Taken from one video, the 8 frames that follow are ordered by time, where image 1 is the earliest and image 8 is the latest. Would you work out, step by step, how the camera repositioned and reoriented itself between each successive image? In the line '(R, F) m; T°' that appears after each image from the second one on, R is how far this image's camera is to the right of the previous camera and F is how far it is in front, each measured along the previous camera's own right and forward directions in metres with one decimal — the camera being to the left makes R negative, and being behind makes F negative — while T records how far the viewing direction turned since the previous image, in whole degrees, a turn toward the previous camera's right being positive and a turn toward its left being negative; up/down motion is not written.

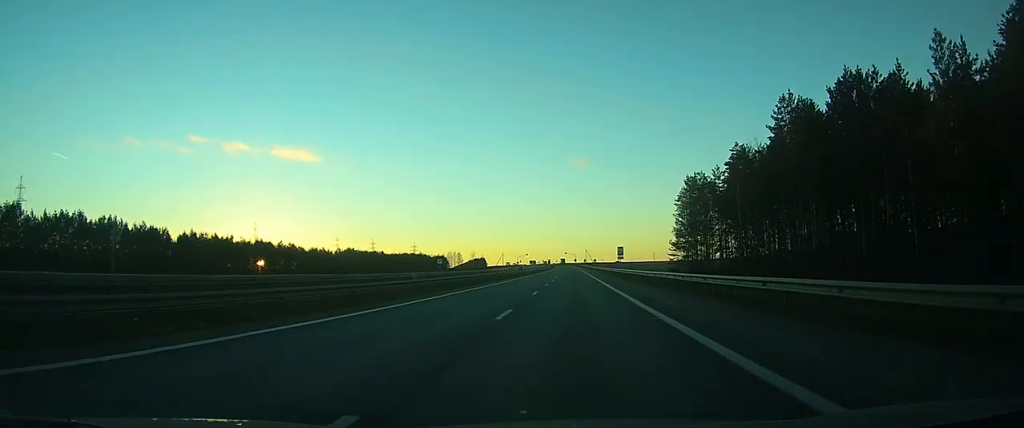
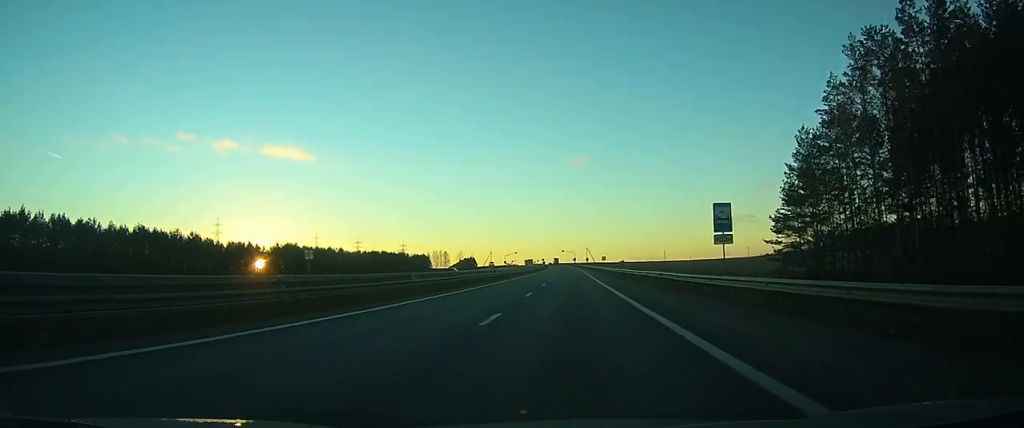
(+0.1, +63.3) m; 0°
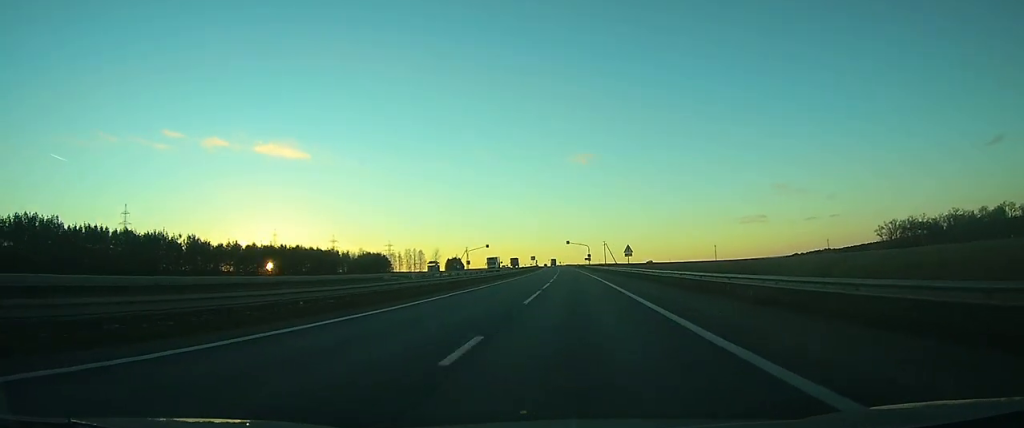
(-0.3, +122.6) m; -1°
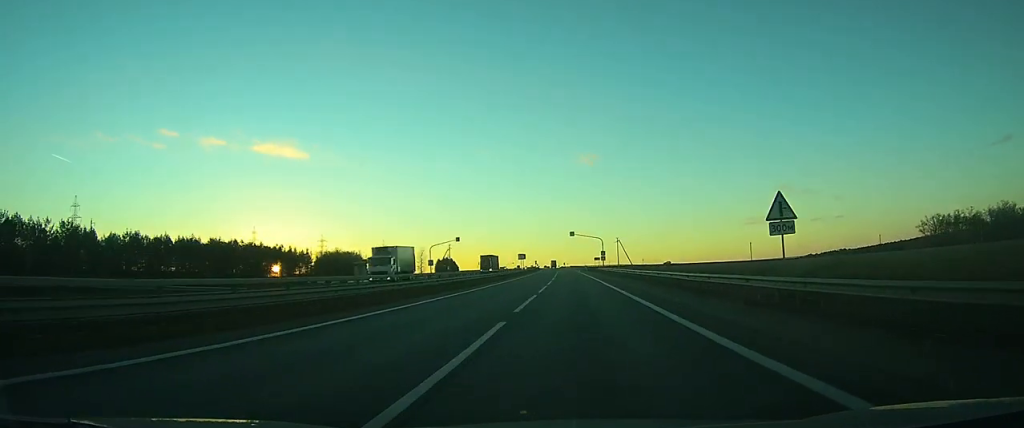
(-0.4, +48.6) m; -1°
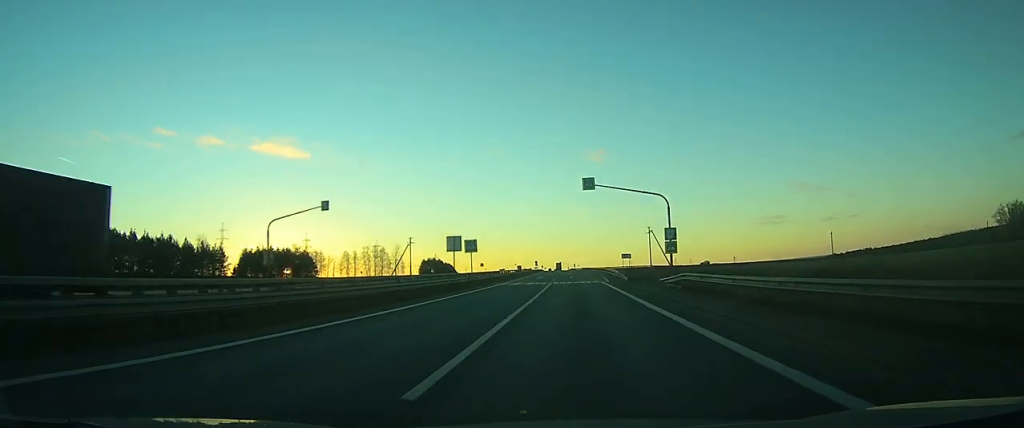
(-0.5, +72.1) m; -1°
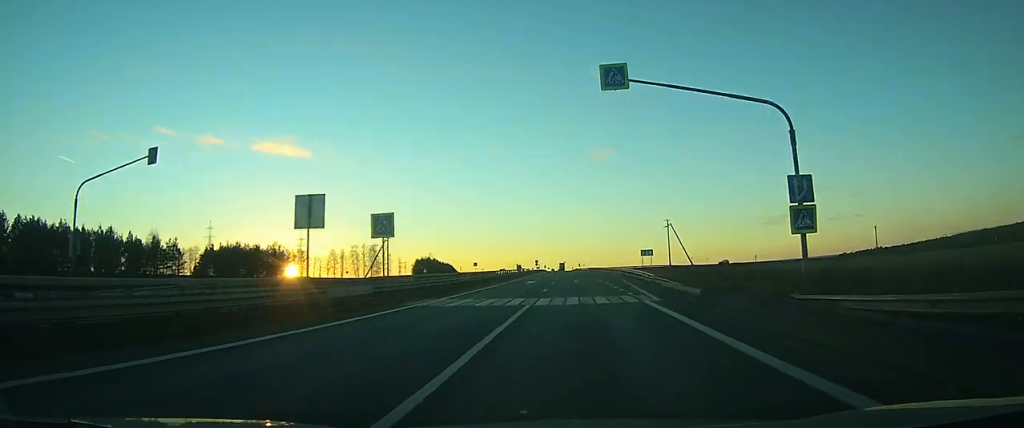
(-0.1, +25.2) m; 0°
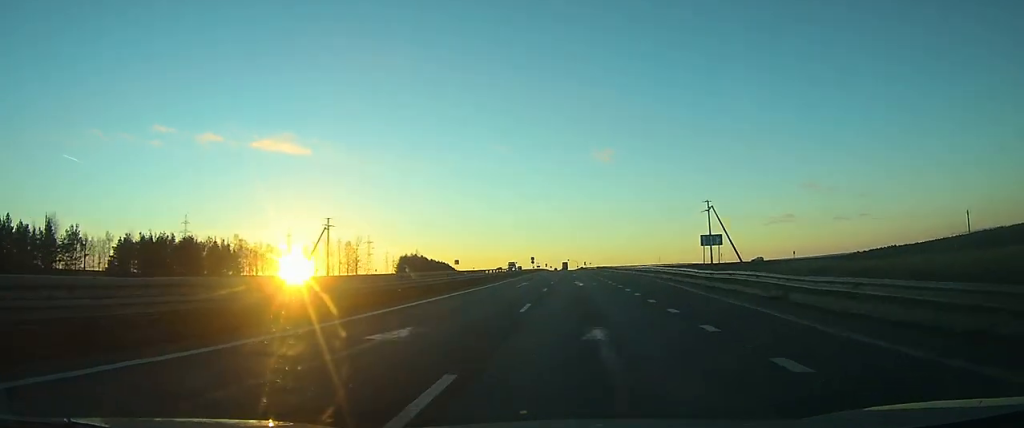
(-0.2, +38.0) m; -1°
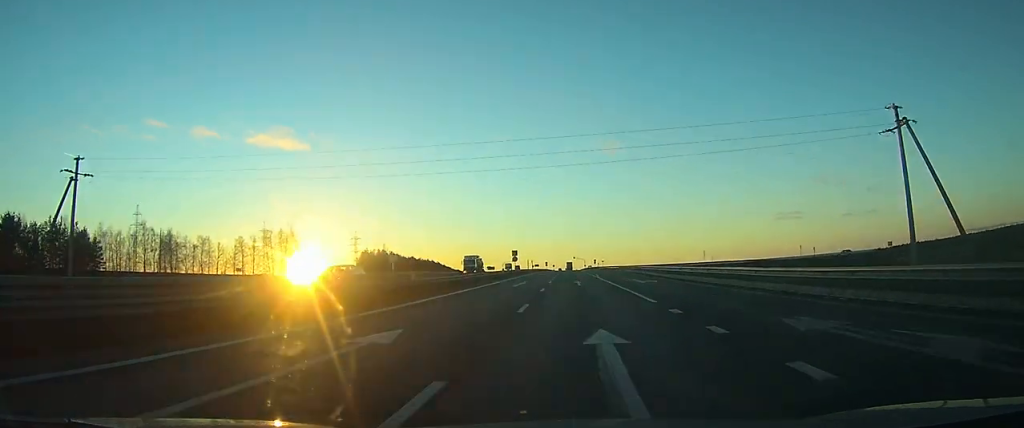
(-0.5, +58.1) m; -1°
